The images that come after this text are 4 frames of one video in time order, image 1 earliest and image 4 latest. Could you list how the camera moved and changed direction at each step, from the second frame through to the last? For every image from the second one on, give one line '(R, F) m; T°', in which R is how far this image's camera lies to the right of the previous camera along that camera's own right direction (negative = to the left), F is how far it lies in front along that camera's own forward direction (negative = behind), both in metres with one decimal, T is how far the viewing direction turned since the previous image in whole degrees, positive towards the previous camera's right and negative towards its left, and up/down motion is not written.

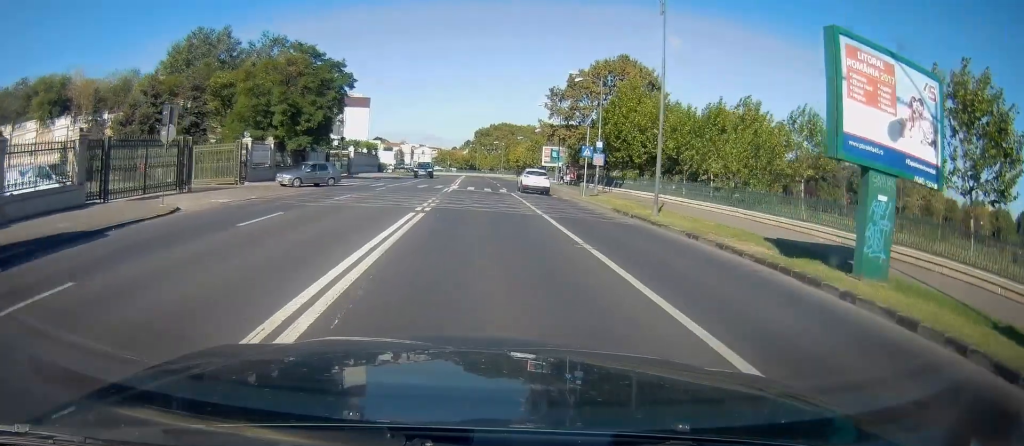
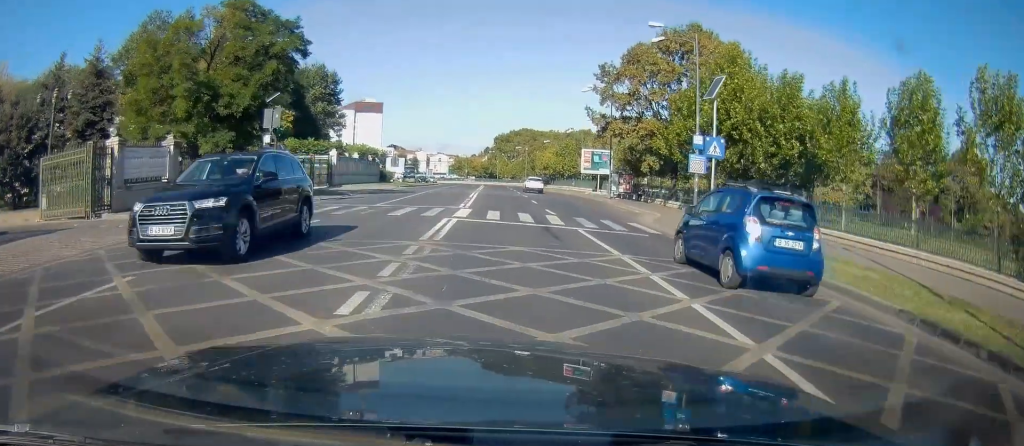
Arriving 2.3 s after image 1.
(-0.1, +17.9) m; -4°
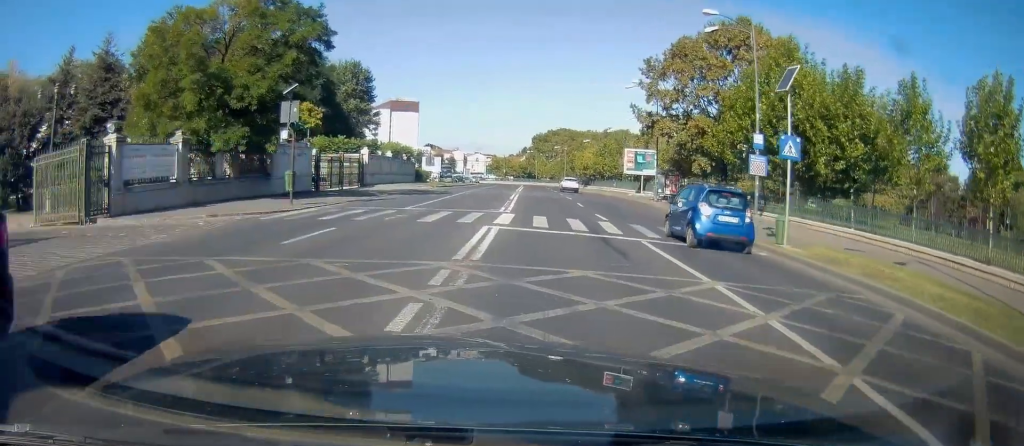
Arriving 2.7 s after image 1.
(-0.1, +2.5) m; -2°
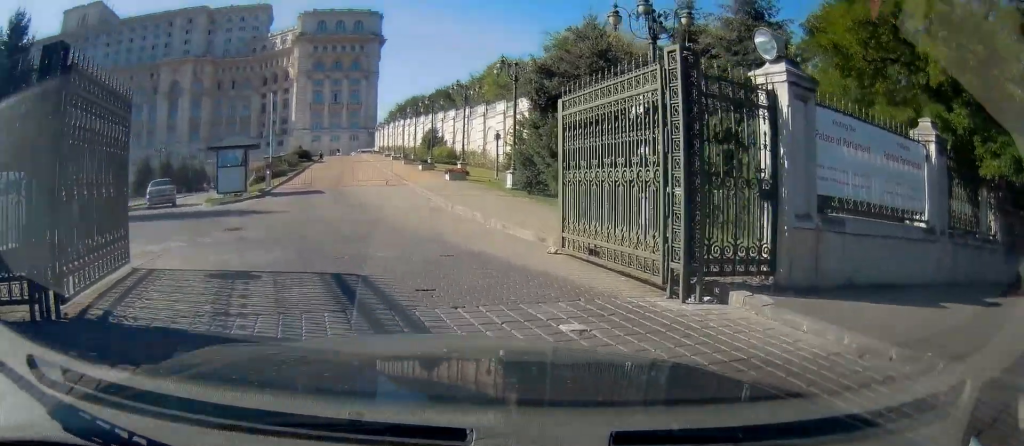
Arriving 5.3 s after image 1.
(-4.8, +11.7) m; -63°
